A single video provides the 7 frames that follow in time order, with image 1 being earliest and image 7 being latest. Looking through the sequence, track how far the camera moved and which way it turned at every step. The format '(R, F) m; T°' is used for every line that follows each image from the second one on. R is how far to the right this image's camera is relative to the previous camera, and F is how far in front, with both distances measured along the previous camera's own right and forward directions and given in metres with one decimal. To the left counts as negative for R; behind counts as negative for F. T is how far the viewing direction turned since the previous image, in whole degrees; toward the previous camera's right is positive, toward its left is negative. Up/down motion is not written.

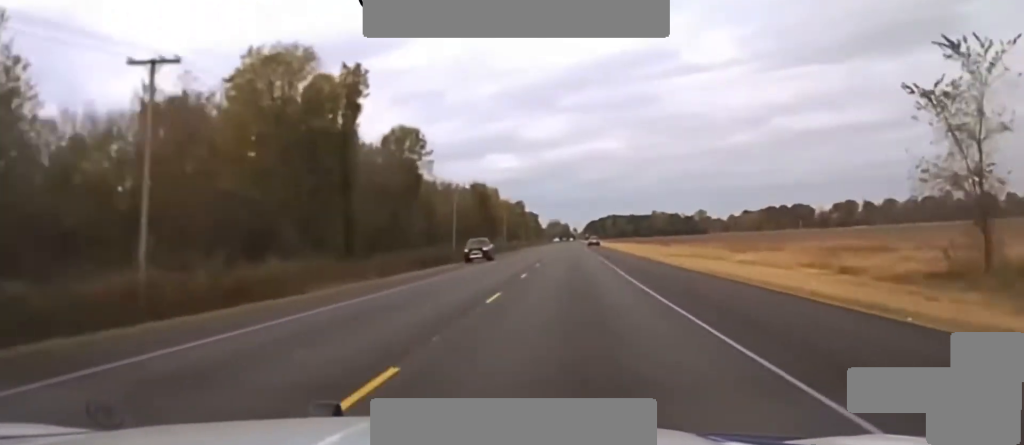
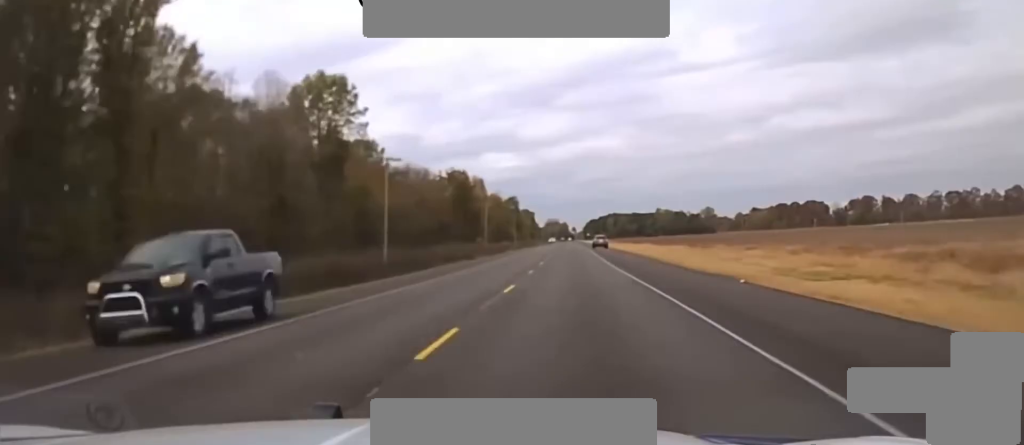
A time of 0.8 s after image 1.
(-0.6, +51.1) m; -1°
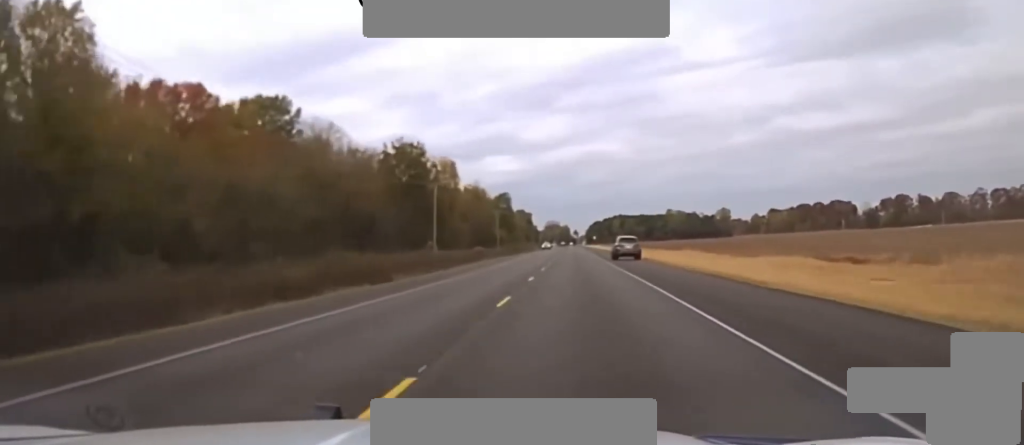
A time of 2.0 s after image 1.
(-0.7, +62.6) m; 0°
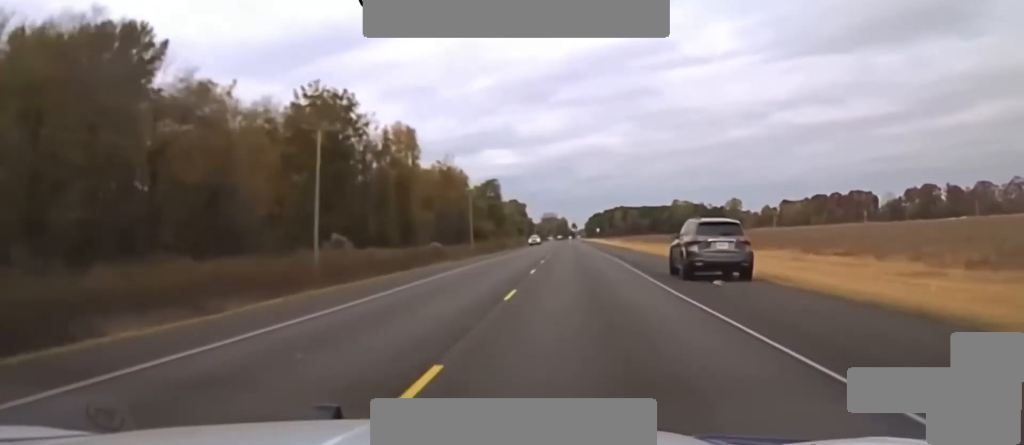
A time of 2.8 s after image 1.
(+0.1, +44.8) m; 0°
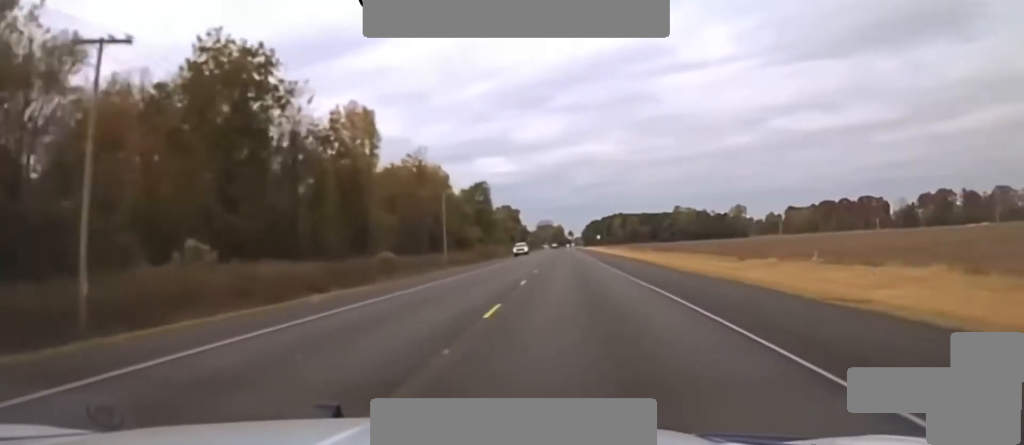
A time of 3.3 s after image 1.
(0.0, +26.0) m; 0°
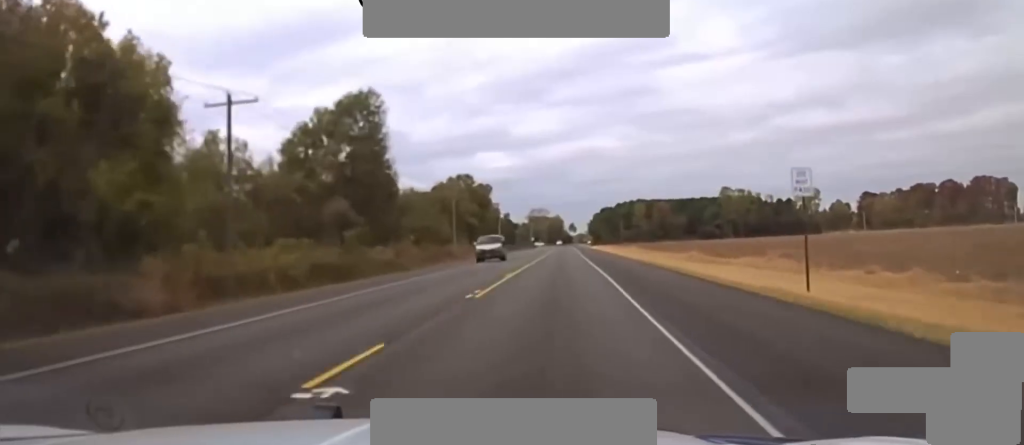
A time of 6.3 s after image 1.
(-0.5, +161.3) m; 0°
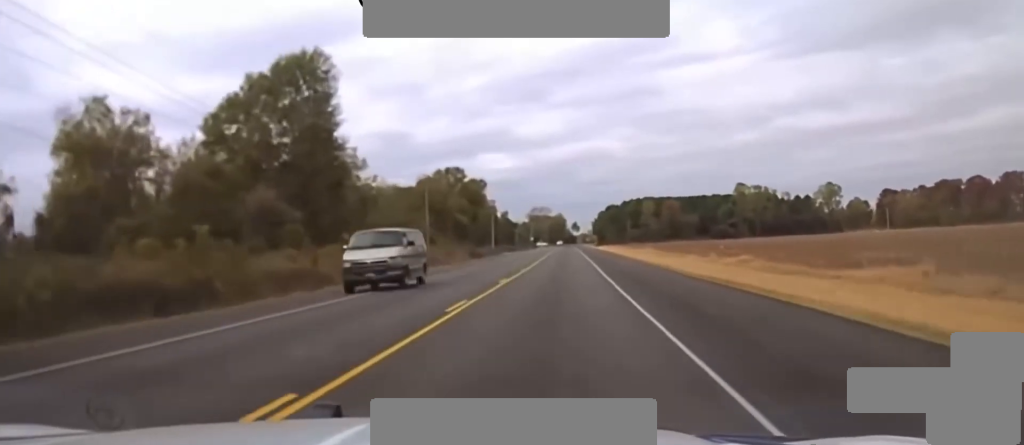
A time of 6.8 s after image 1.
(+0.3, +27.7) m; 0°
